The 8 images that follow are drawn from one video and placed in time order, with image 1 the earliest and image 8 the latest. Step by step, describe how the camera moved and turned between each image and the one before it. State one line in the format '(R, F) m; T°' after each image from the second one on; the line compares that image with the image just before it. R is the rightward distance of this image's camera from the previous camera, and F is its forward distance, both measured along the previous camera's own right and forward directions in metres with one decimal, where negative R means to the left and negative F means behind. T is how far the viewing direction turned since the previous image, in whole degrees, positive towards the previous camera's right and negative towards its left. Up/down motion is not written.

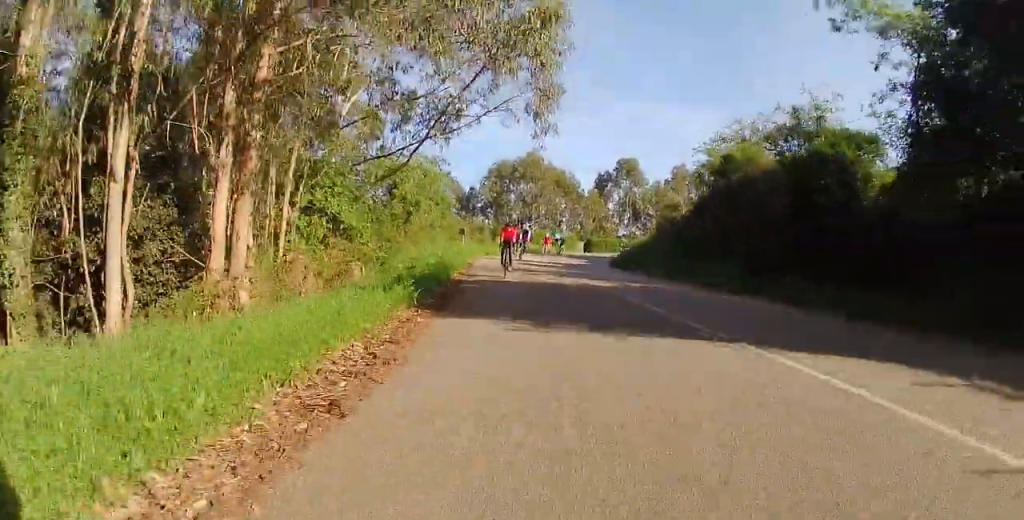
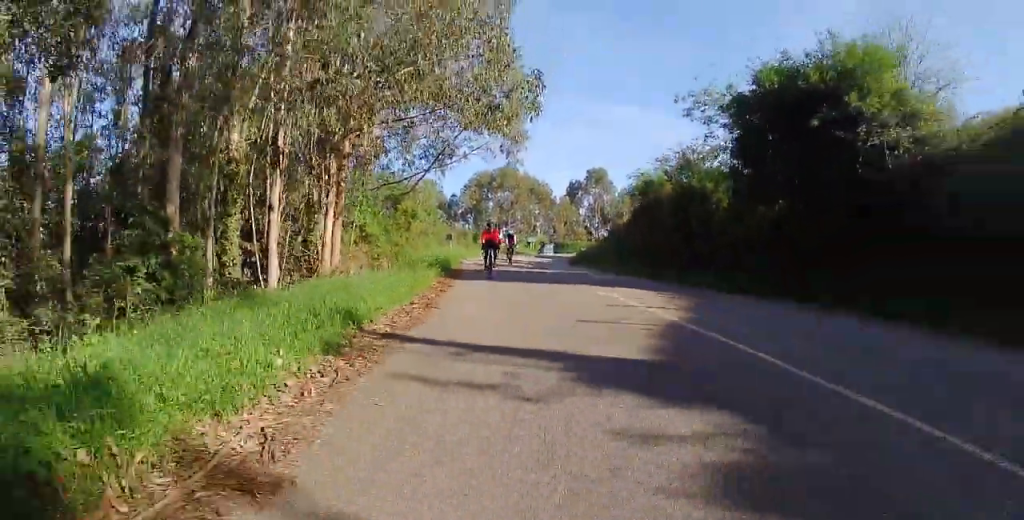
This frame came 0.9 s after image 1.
(0.0, +7.7) m; 0°
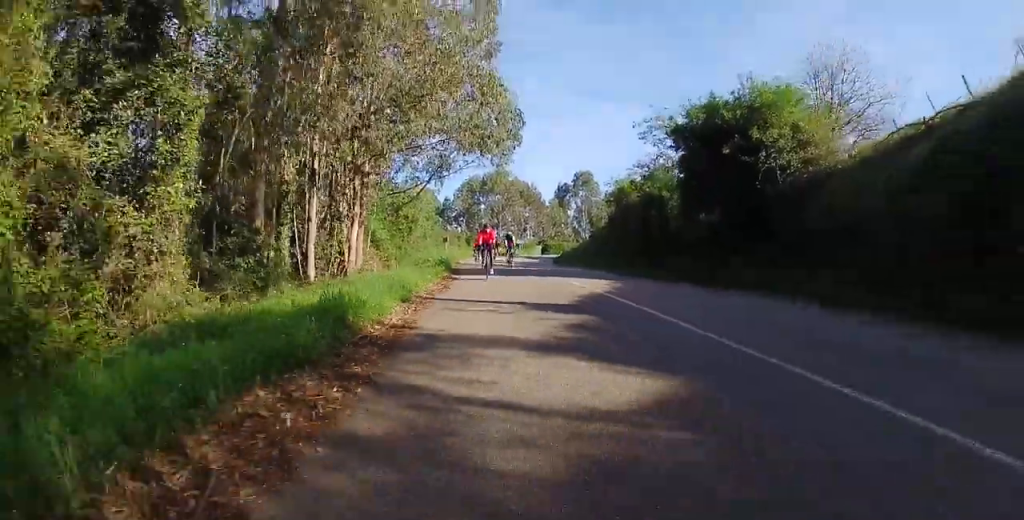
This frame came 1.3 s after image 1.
(0.0, +4.2) m; 0°
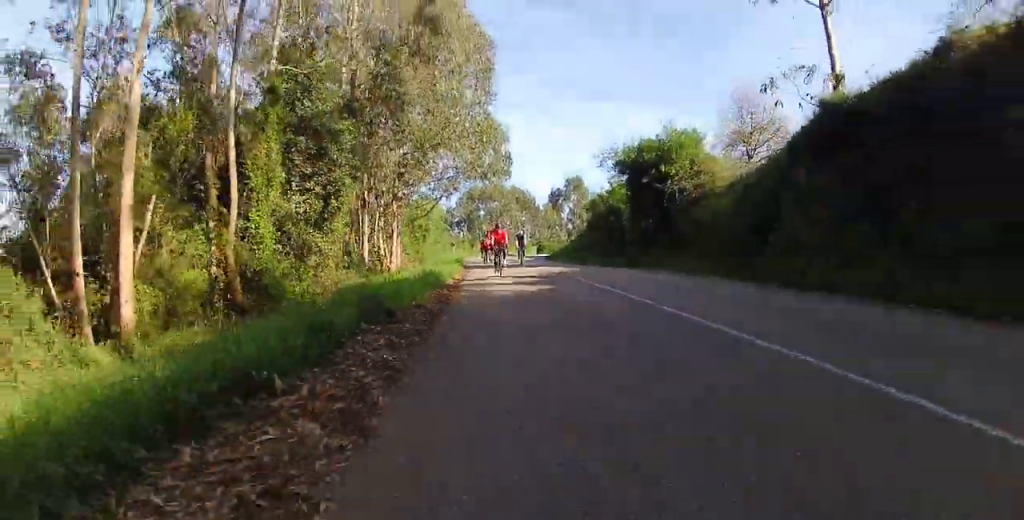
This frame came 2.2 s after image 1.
(0.0, +8.4) m; 0°
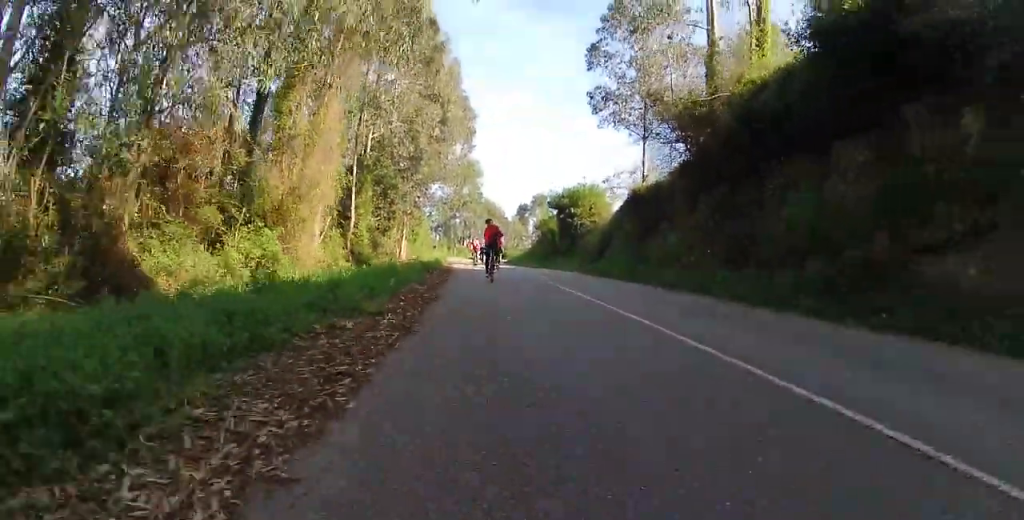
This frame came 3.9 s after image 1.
(+0.6, +16.9) m; +6°
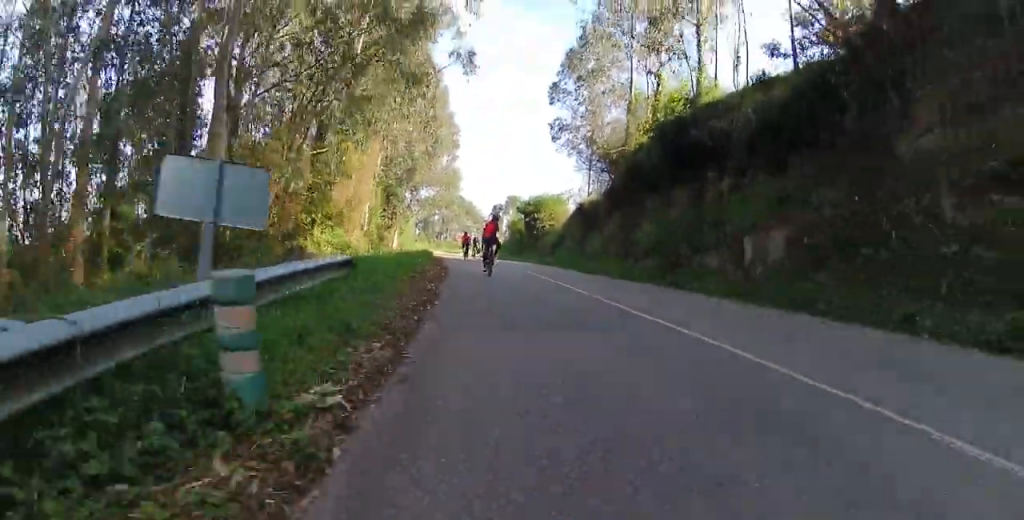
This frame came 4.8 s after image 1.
(+0.4, +10.2) m; +5°
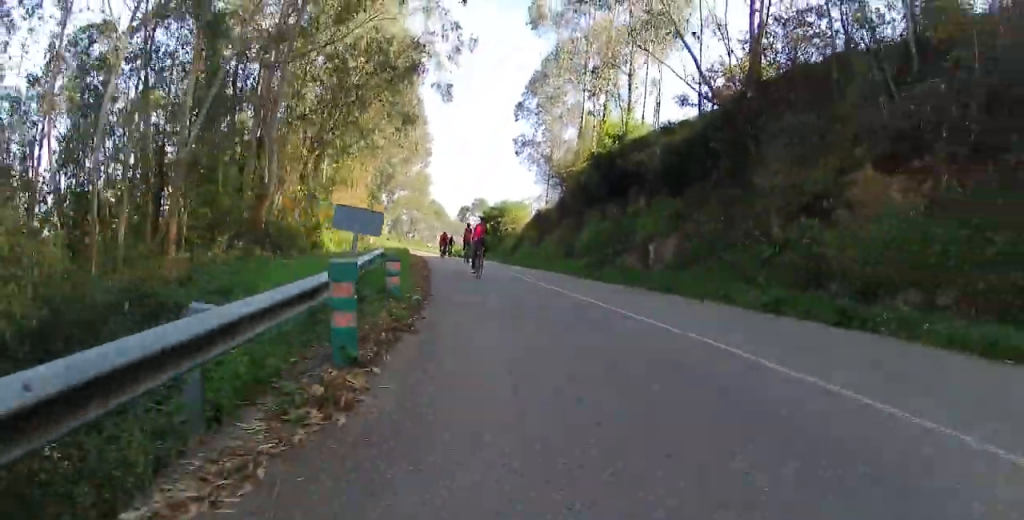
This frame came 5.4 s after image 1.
(+0.2, +6.1) m; +2°
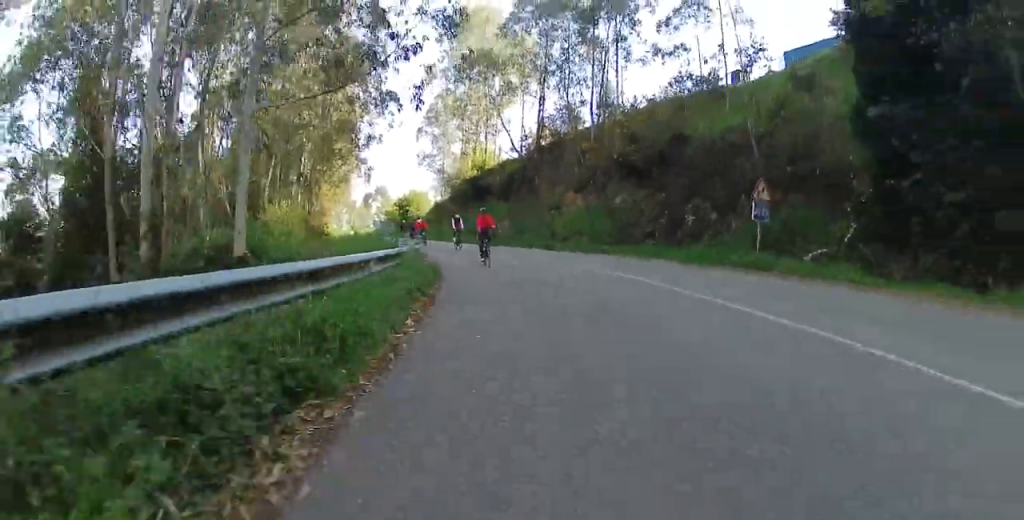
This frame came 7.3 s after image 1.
(+1.3, +19.4) m; +7°
